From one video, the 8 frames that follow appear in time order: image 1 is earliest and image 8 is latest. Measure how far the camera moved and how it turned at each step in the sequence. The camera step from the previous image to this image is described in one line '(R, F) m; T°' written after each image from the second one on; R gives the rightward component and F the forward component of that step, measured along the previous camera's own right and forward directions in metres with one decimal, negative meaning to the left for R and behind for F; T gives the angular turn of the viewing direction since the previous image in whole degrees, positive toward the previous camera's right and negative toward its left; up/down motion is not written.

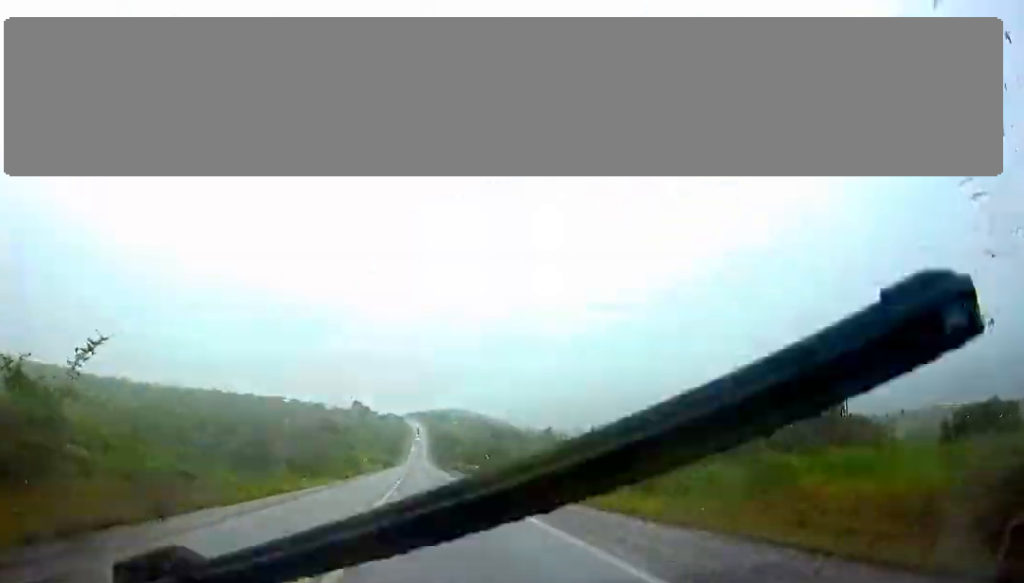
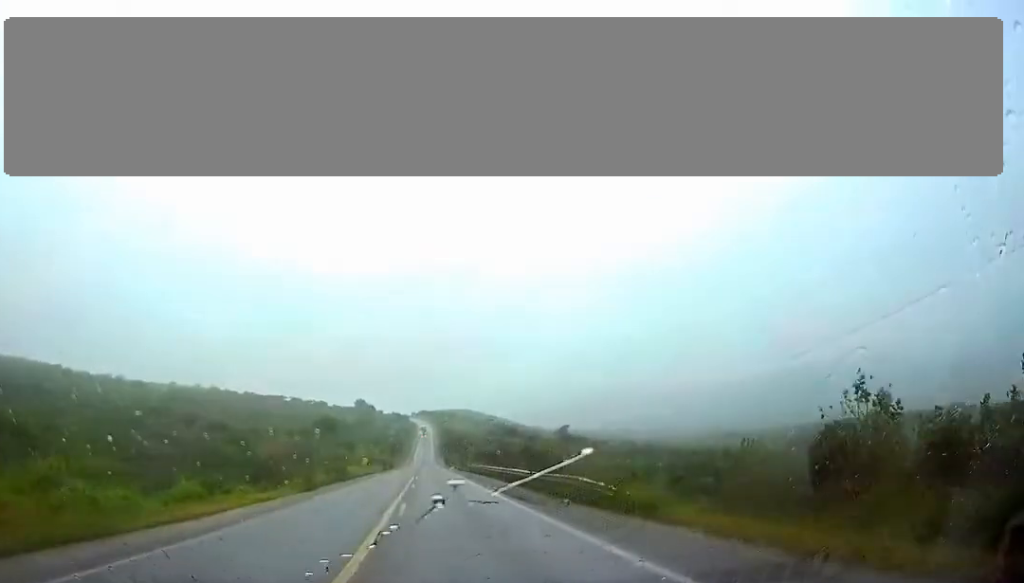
(-0.2, +25.2) m; 0°
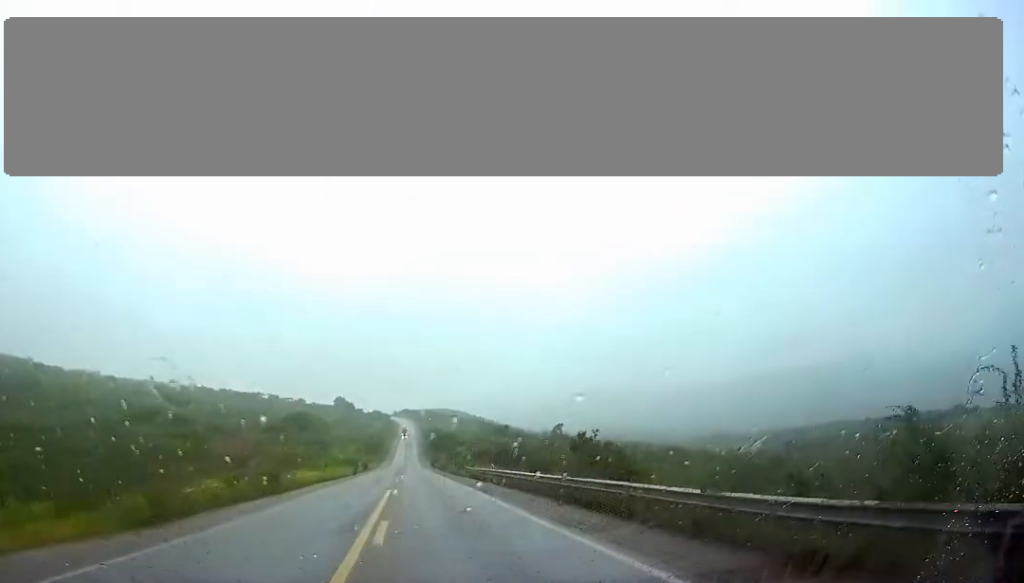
(+0.1, +24.6) m; +1°
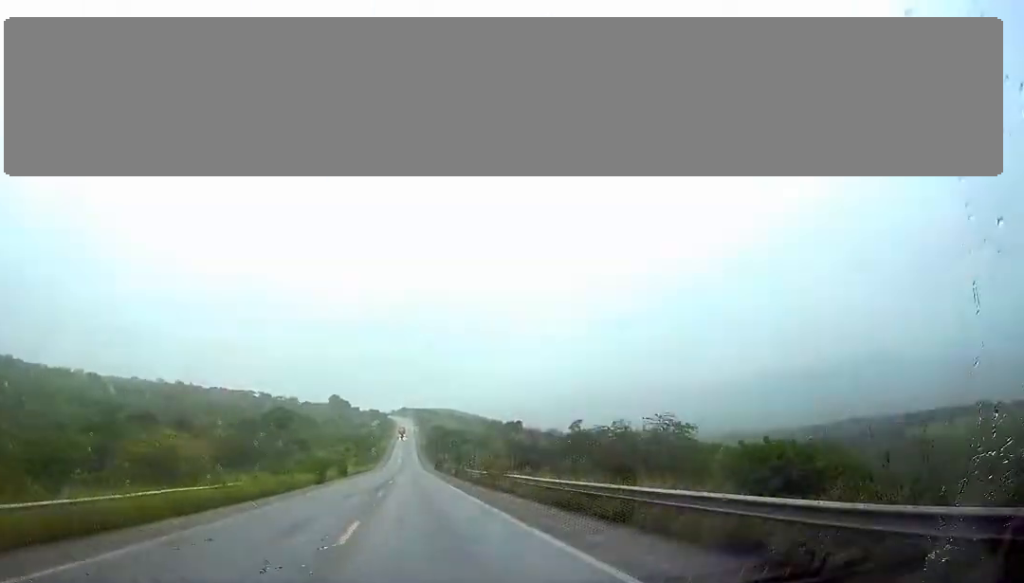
(+0.3, +35.3) m; 0°
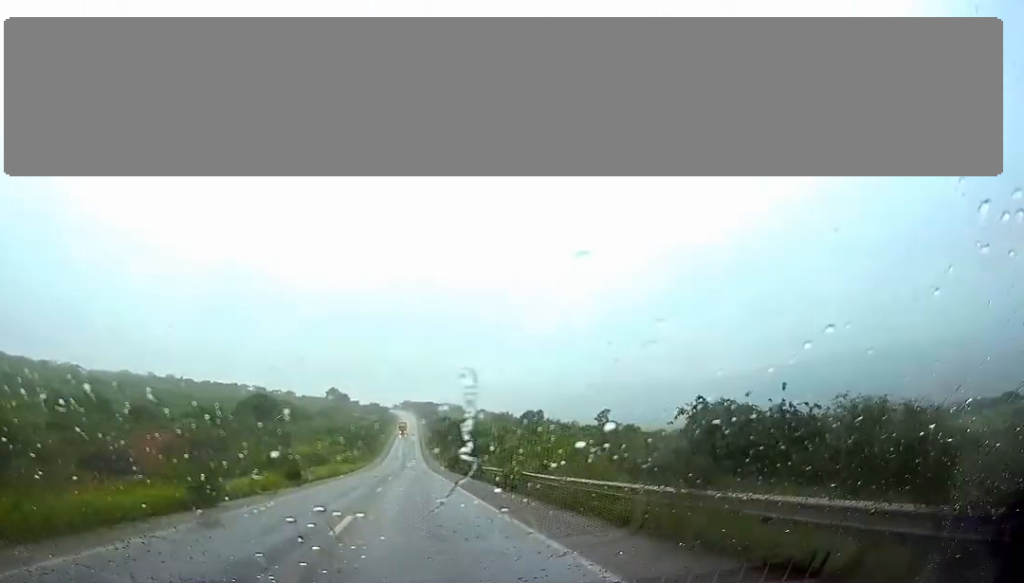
(0.0, +35.0) m; 0°
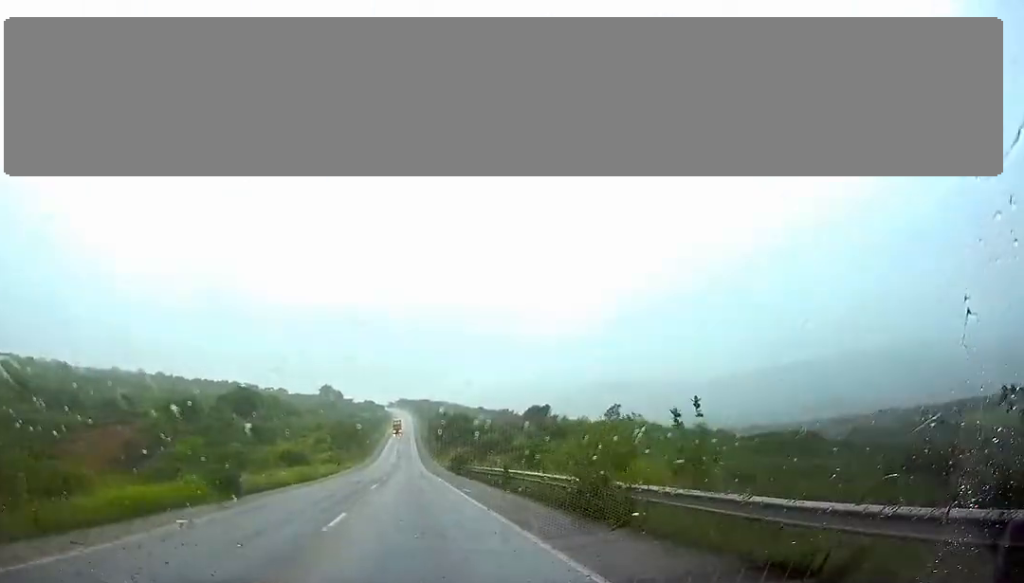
(0.0, +16.2) m; 0°
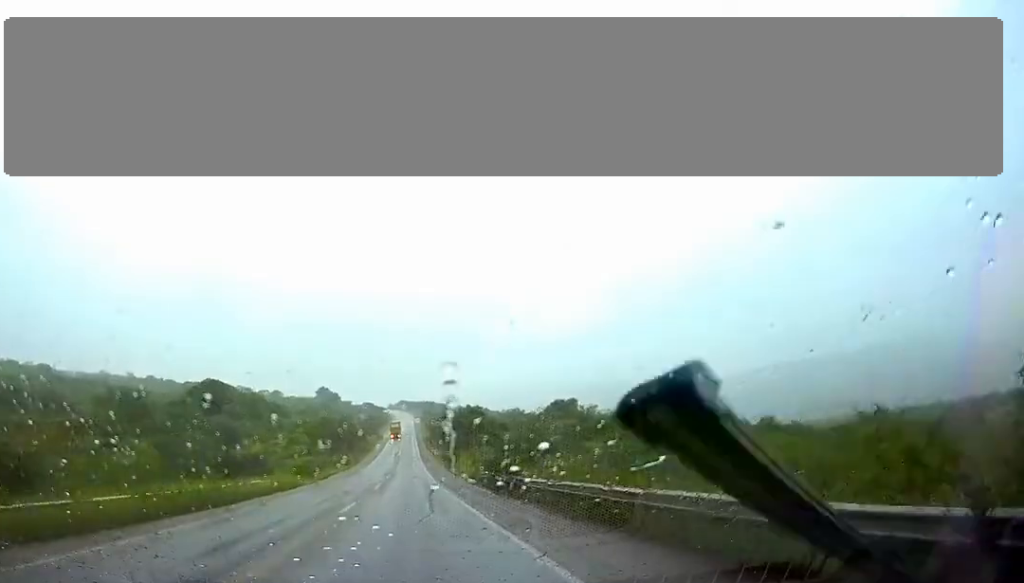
(-0.1, +29.1) m; 0°
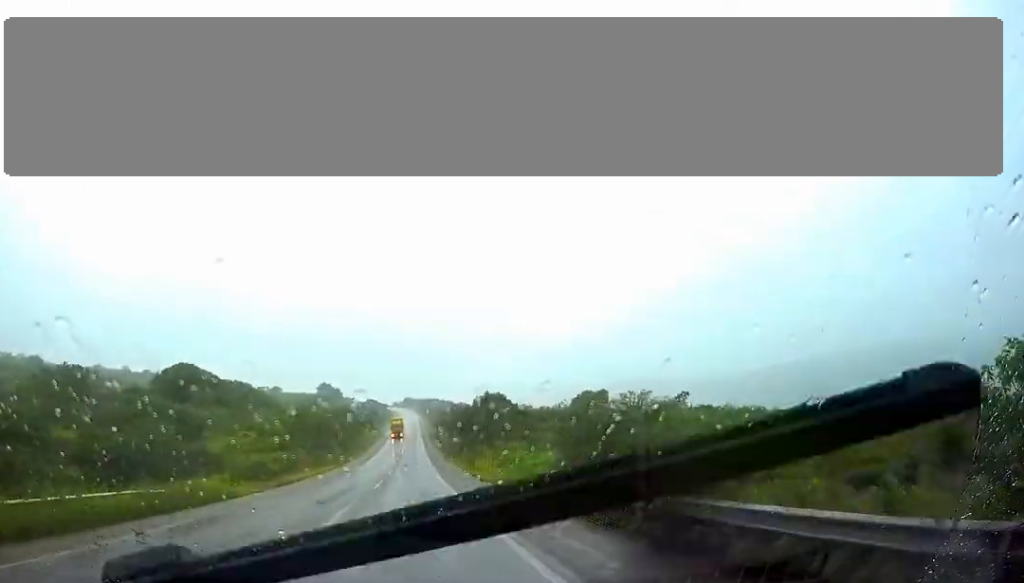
(+0.1, +21.8) m; 0°
